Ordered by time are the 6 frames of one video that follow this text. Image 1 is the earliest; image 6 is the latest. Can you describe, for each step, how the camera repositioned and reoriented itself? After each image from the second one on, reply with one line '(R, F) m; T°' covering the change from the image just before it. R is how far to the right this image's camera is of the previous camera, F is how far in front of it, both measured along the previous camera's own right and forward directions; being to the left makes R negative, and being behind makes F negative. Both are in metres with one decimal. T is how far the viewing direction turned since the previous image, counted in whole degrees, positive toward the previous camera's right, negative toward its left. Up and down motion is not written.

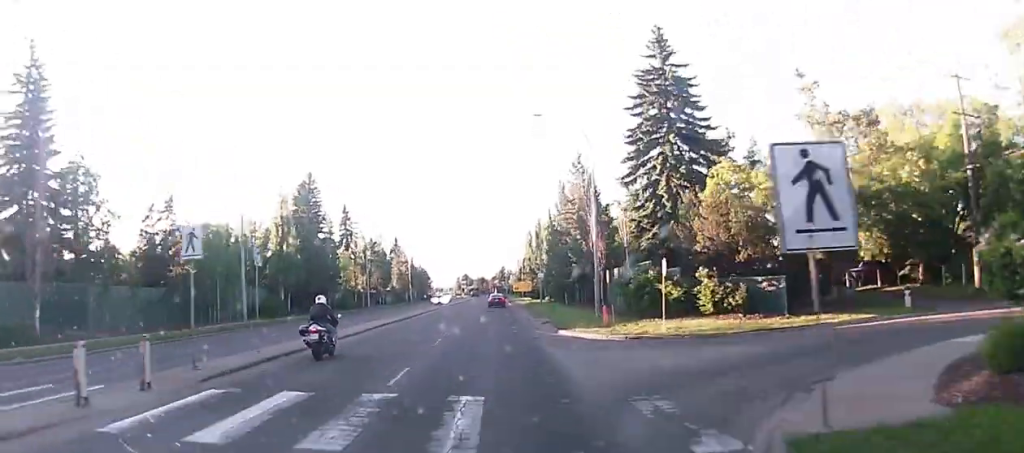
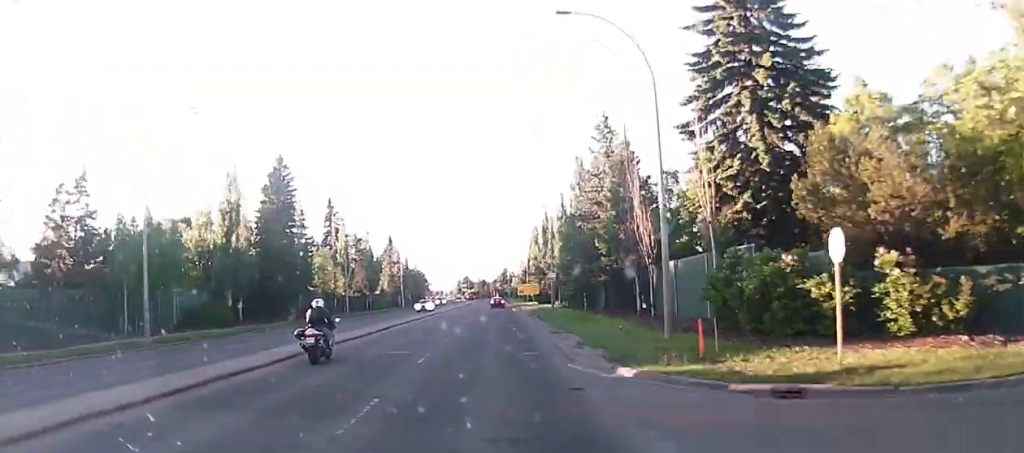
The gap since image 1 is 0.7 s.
(0.0, +13.1) m; 0°
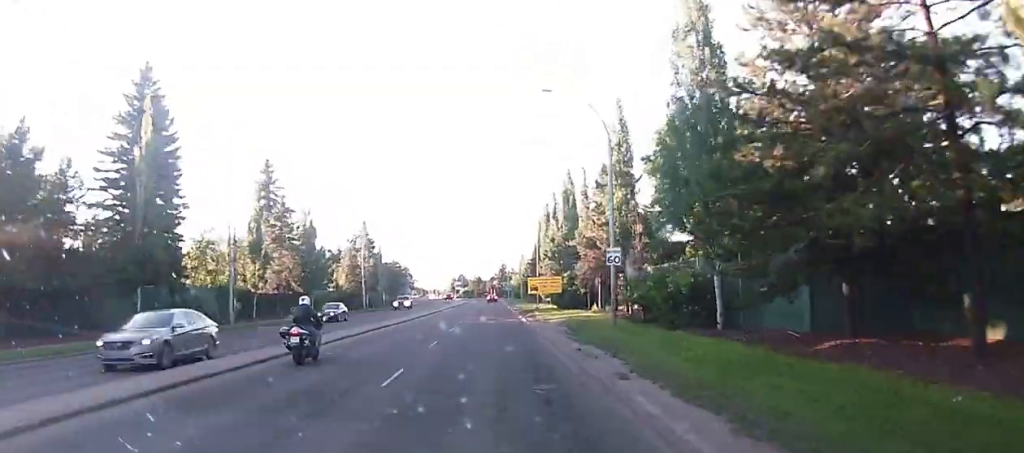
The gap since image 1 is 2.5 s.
(0.0, +32.0) m; 0°
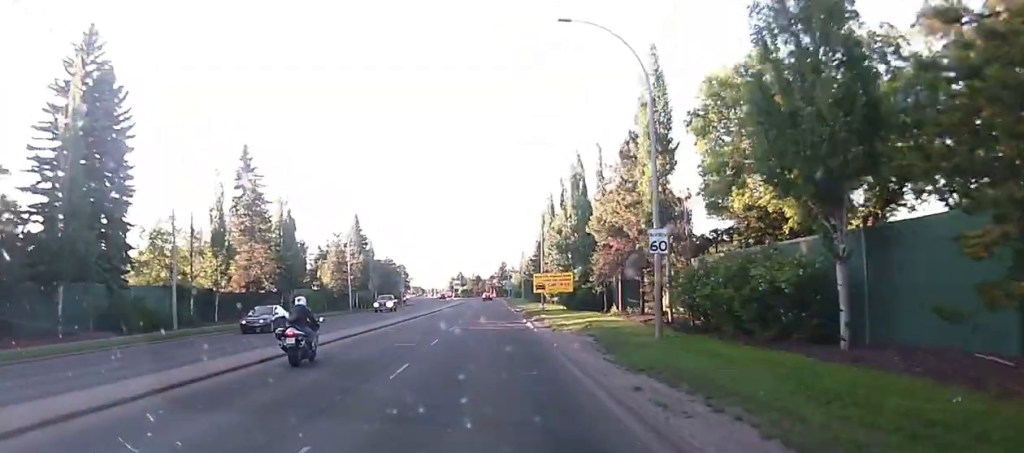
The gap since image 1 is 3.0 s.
(0.0, +7.7) m; 0°
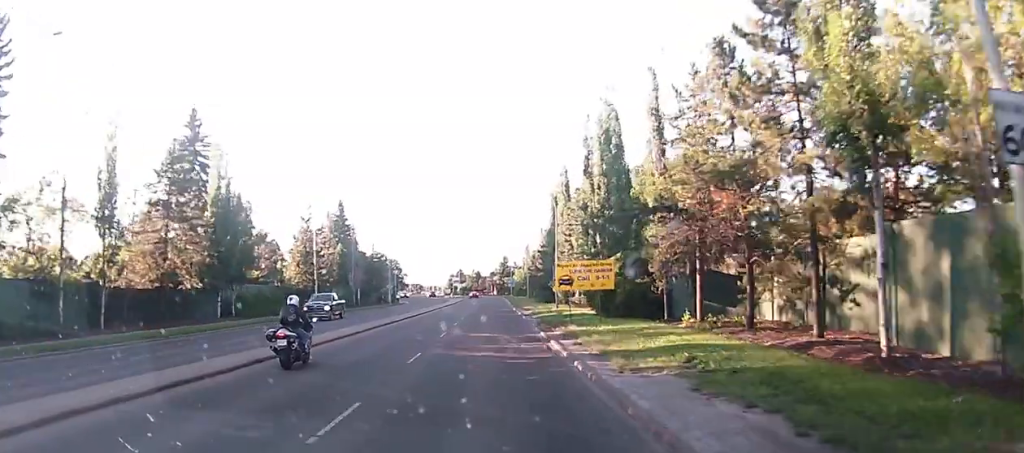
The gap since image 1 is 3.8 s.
(0.0, +14.7) m; 0°
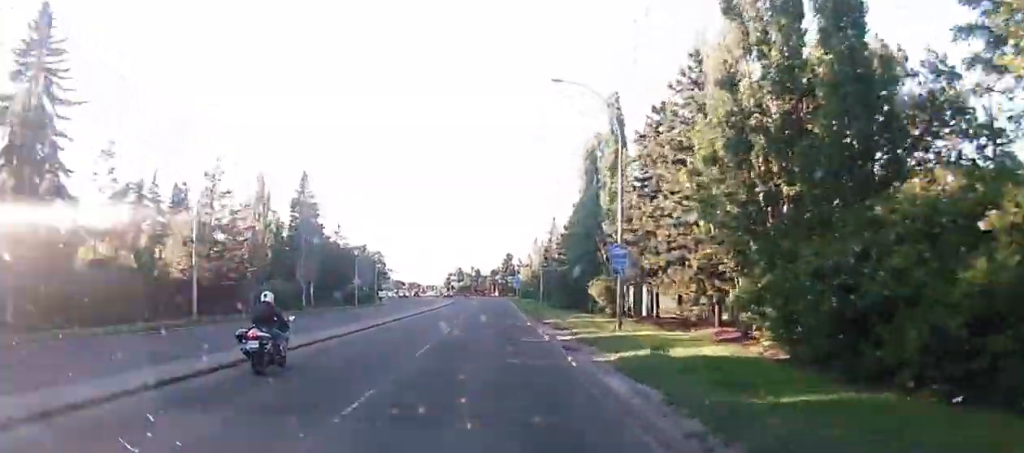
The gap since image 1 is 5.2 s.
(0.0, +25.2) m; 0°
